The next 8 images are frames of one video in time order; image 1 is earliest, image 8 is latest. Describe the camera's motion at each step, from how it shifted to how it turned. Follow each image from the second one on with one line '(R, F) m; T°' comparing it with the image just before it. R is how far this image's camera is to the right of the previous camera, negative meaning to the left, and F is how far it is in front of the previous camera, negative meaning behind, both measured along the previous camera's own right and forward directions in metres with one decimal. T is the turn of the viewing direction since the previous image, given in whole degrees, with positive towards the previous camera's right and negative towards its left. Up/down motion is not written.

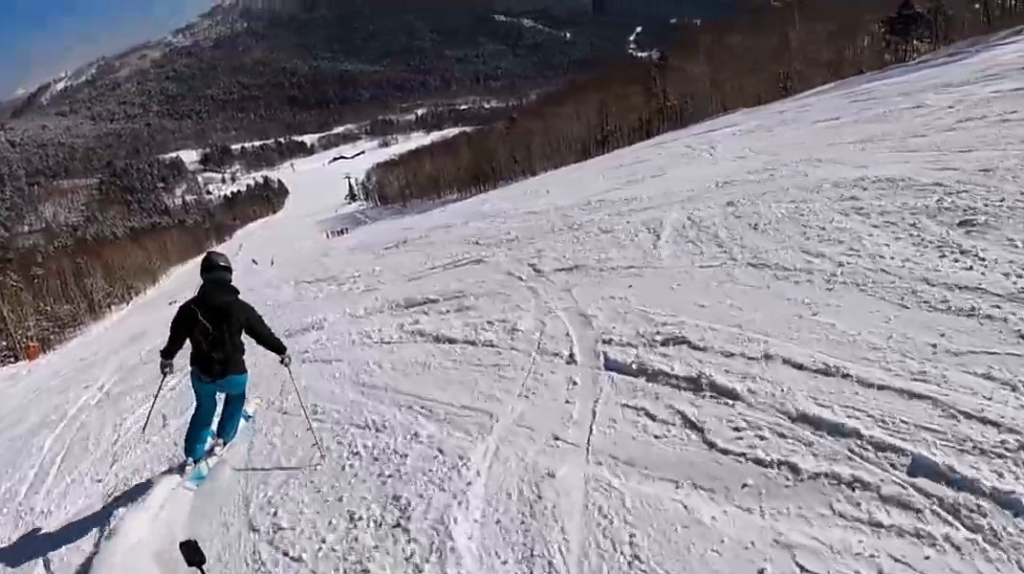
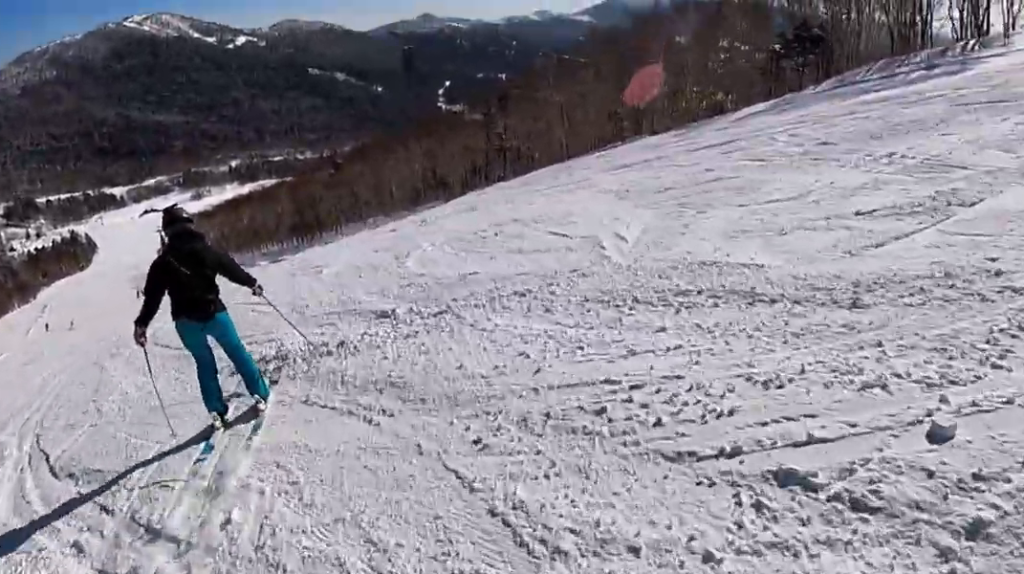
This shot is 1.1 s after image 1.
(+0.6, +8.7) m; +2°
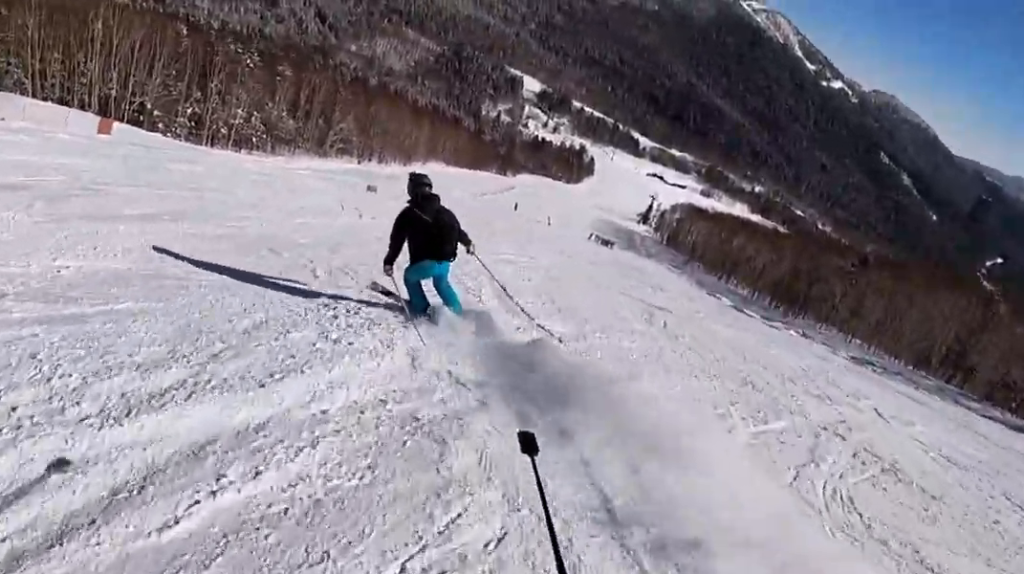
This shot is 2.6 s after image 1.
(-1.6, +11.7) m; -20°
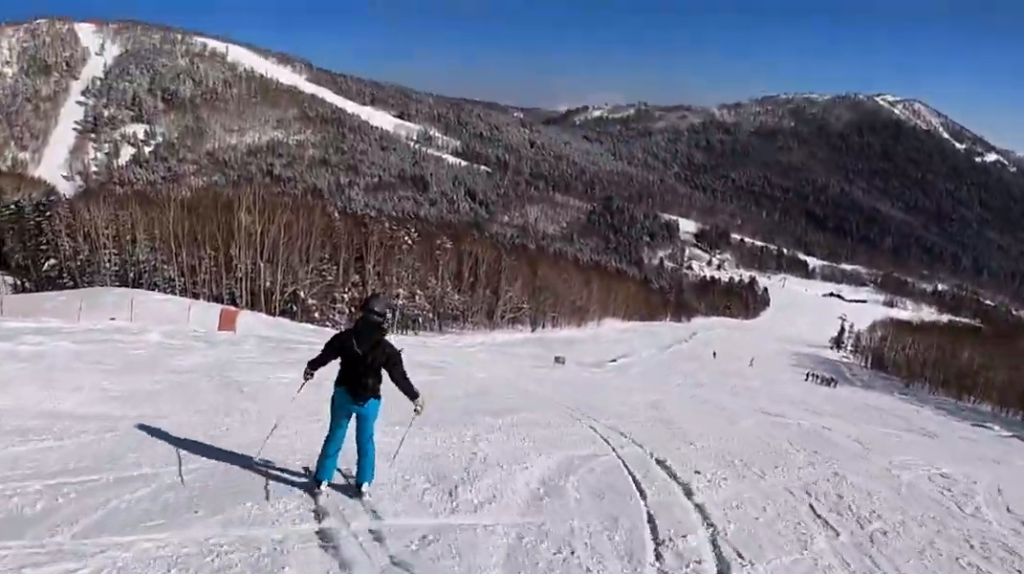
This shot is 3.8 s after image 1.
(-2.2, +10.3) m; -10°
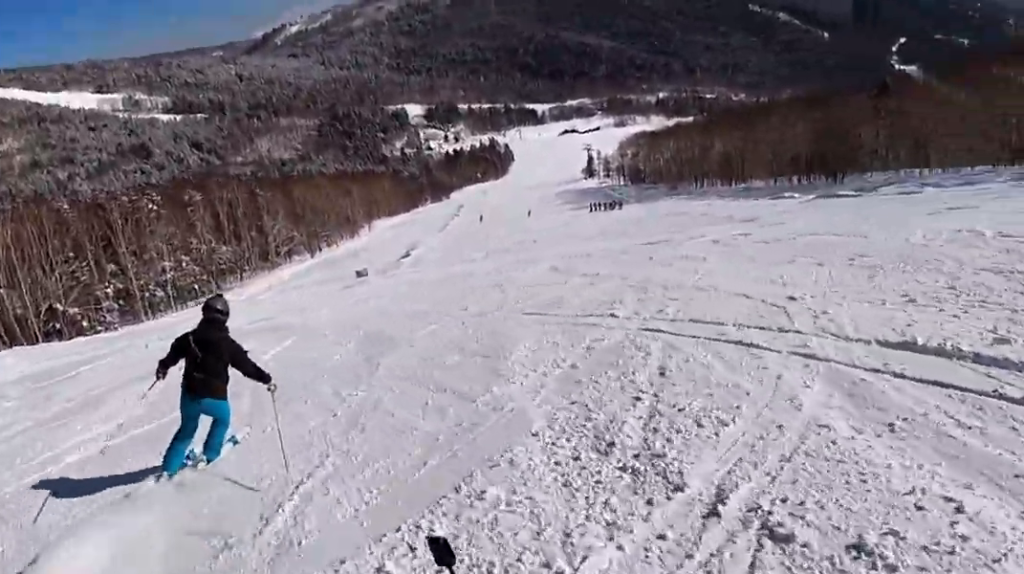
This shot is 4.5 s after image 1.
(+0.2, +5.6) m; +12°
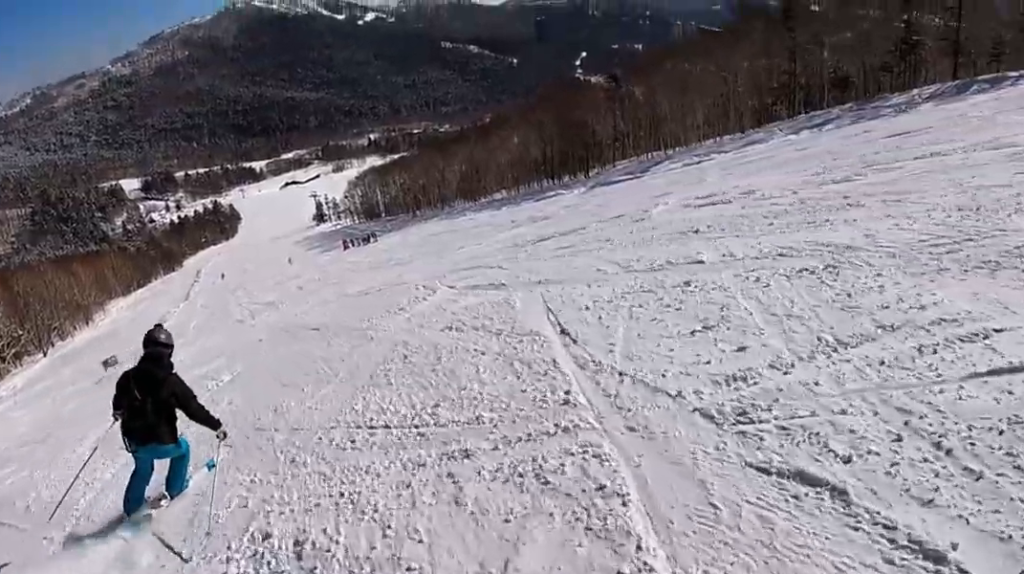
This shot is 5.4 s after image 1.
(+1.5, +7.3) m; +24°
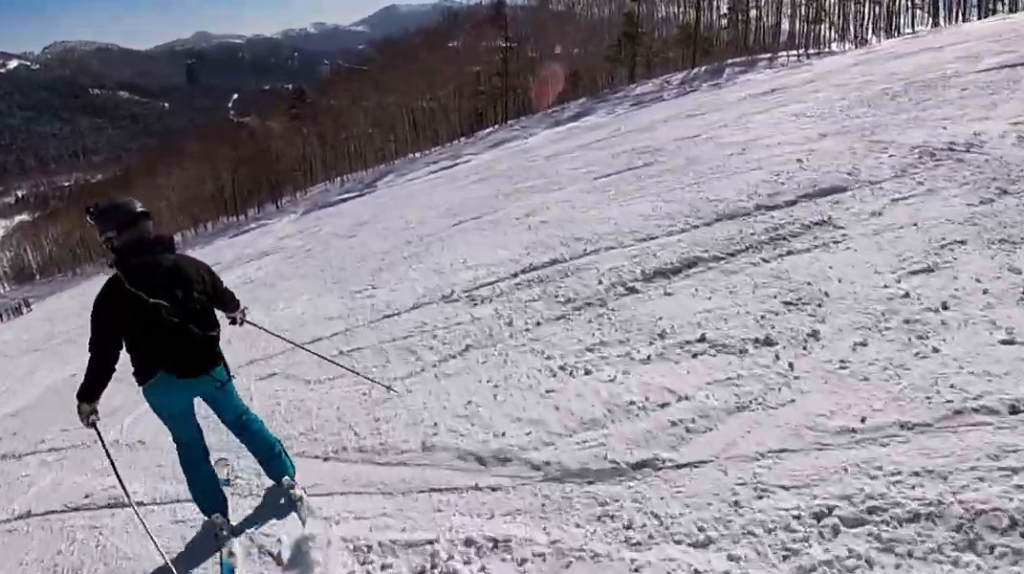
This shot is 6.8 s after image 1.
(+1.9, +10.6) m; +5°
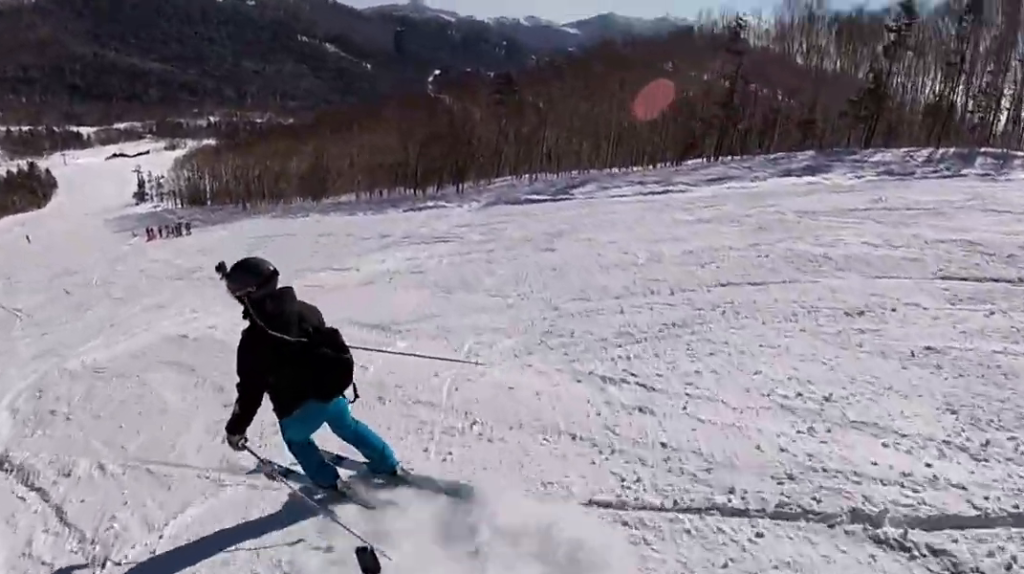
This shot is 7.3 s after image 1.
(-0.1, +2.9) m; -4°
